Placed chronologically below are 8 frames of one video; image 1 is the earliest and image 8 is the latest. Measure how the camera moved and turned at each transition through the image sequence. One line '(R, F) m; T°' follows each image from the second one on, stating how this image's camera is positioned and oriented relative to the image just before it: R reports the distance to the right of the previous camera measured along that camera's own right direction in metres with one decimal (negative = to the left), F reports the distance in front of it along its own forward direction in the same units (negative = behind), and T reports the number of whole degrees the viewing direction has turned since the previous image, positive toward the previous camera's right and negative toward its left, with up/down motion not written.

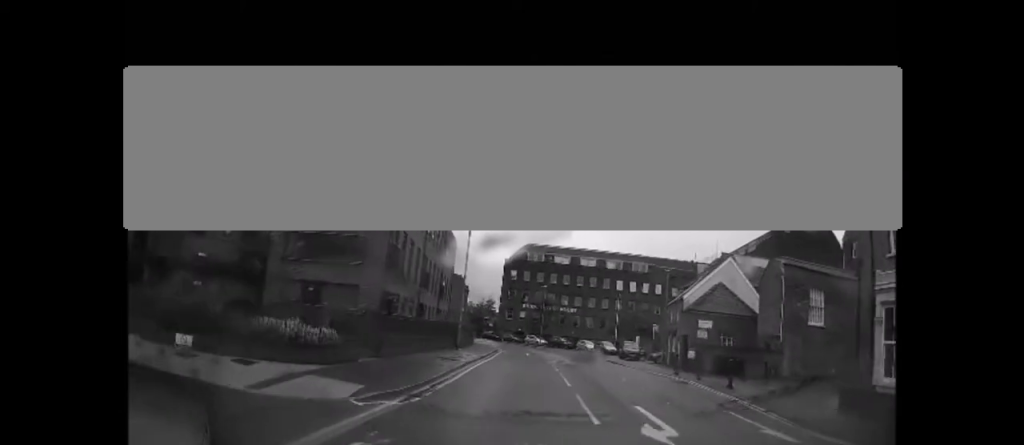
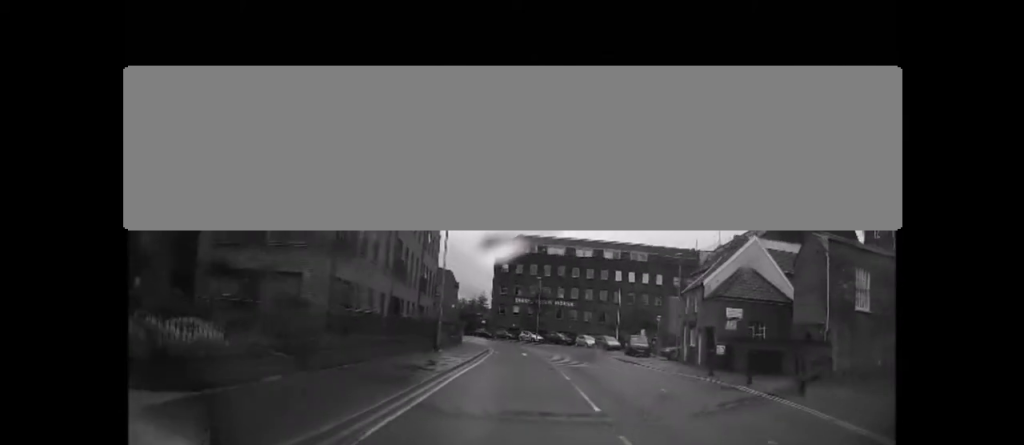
(-0.1, +5.3) m; +1°
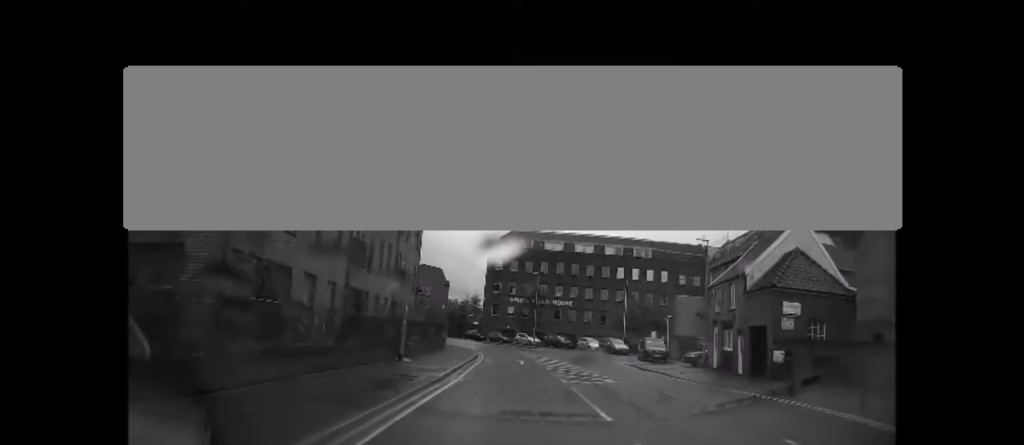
(+0.1, +6.5) m; +1°
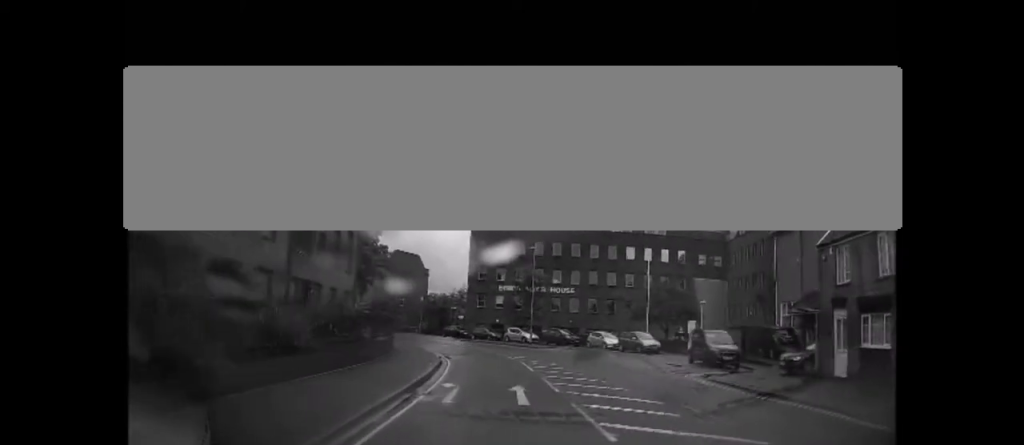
(0.0, +13.5) m; -1°
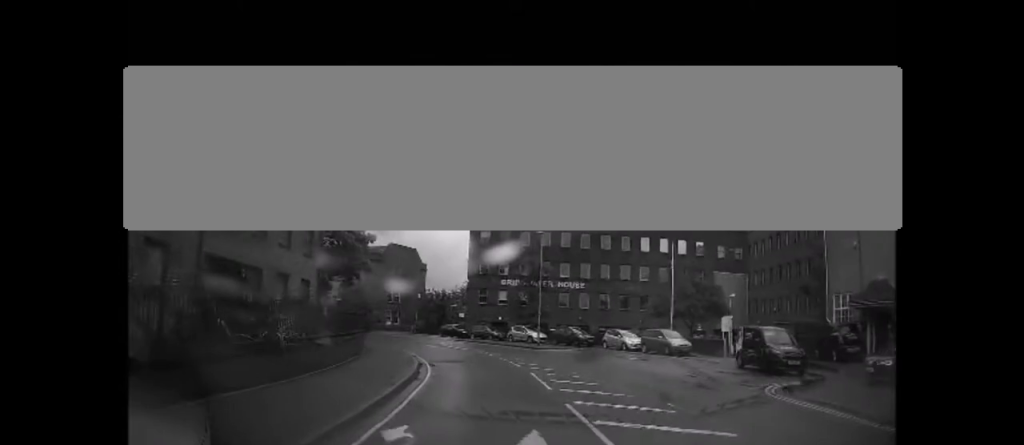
(0.0, +5.8) m; -2°
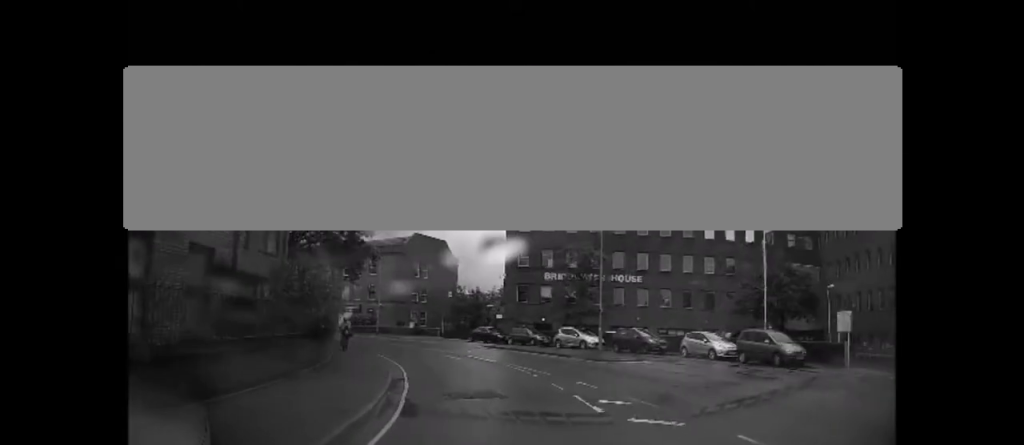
(-0.4, +9.6) m; -7°
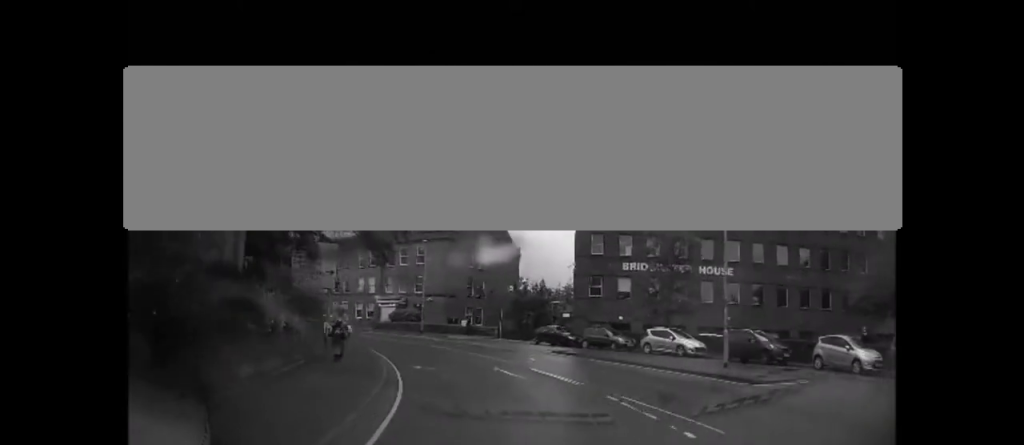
(-0.6, +8.2) m; -7°
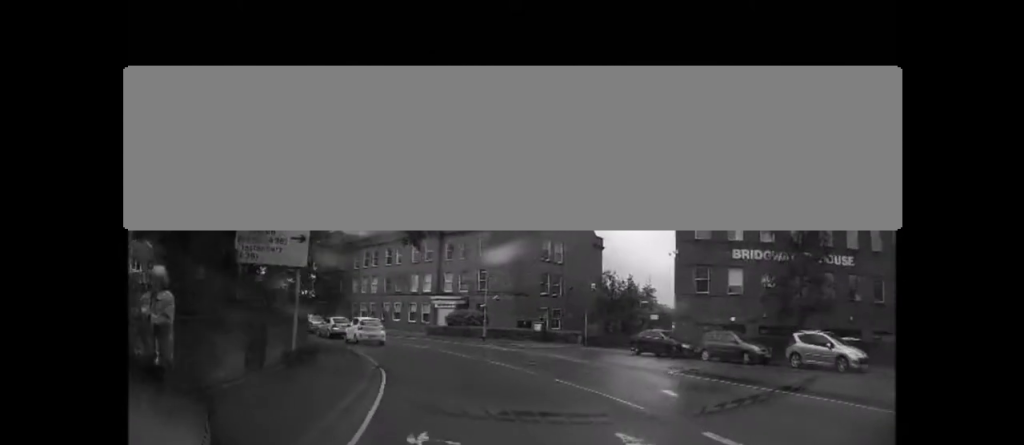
(-0.5, +8.7) m; -8°
